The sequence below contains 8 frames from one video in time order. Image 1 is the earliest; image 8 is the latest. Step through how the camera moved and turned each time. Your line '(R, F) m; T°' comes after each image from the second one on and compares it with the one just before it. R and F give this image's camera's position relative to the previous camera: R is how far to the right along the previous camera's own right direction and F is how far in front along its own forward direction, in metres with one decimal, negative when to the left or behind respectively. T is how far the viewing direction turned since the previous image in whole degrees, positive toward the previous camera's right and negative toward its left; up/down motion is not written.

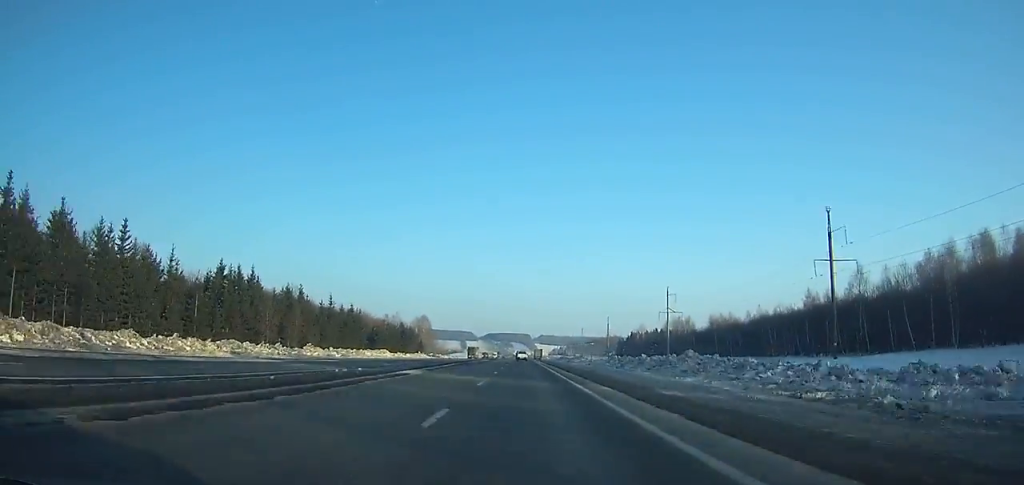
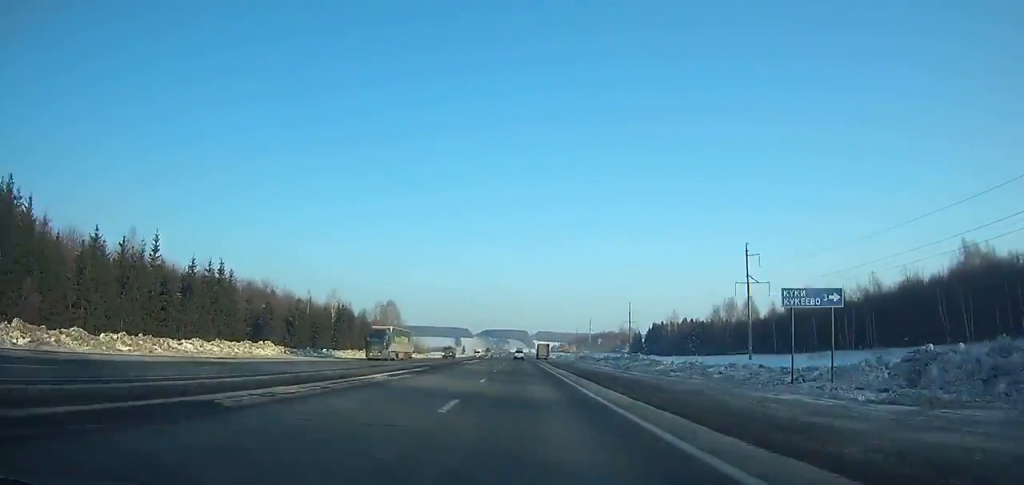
(0.0, +69.6) m; 0°
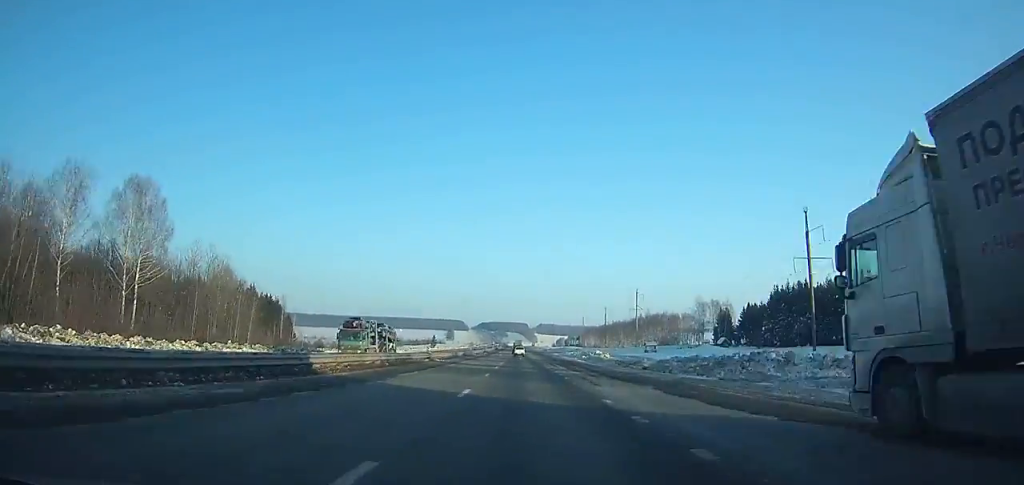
(+0.6, +153.0) m; 0°
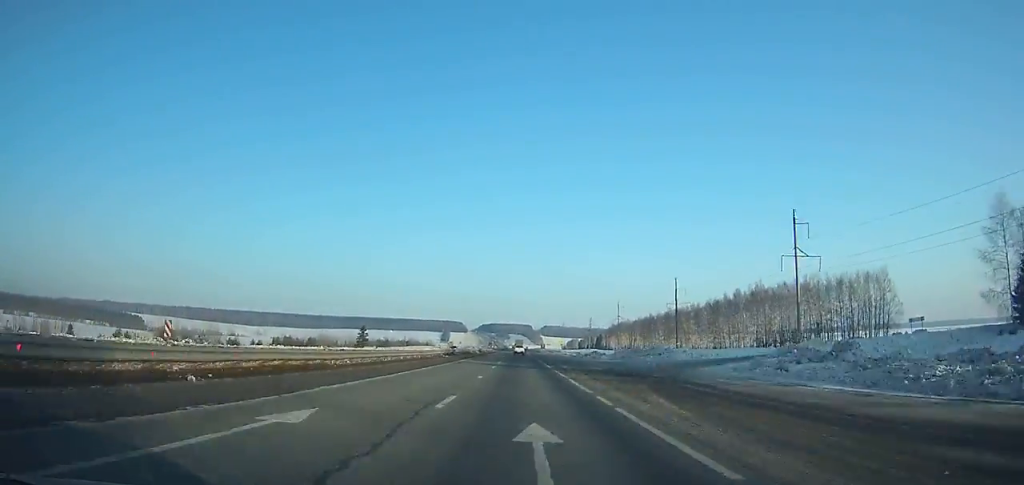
(-0.5, +136.1) m; 0°
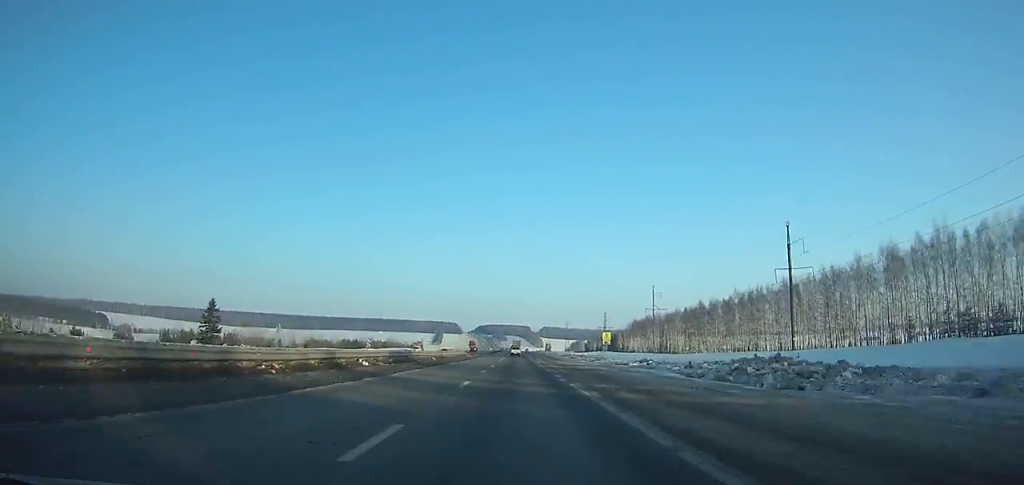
(+0.1, +76.0) m; 0°
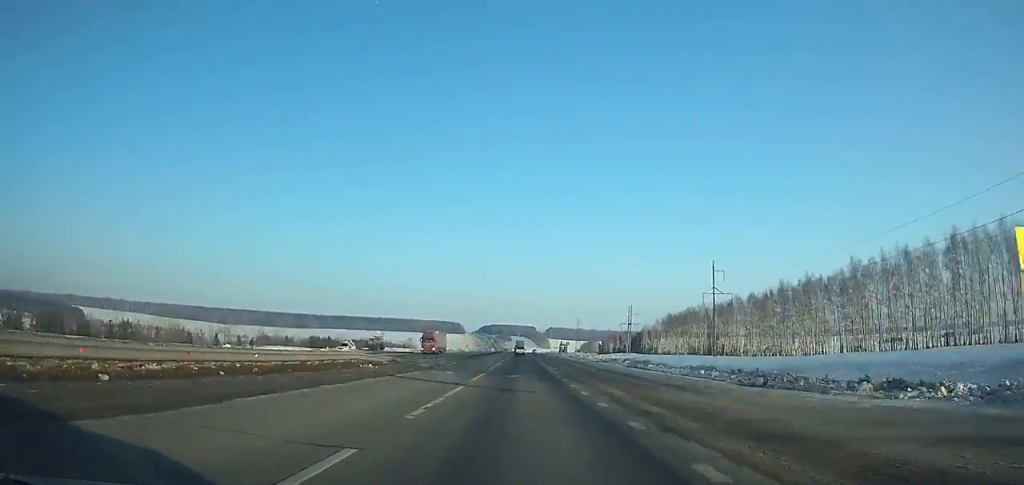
(-0.1, +59.3) m; 0°
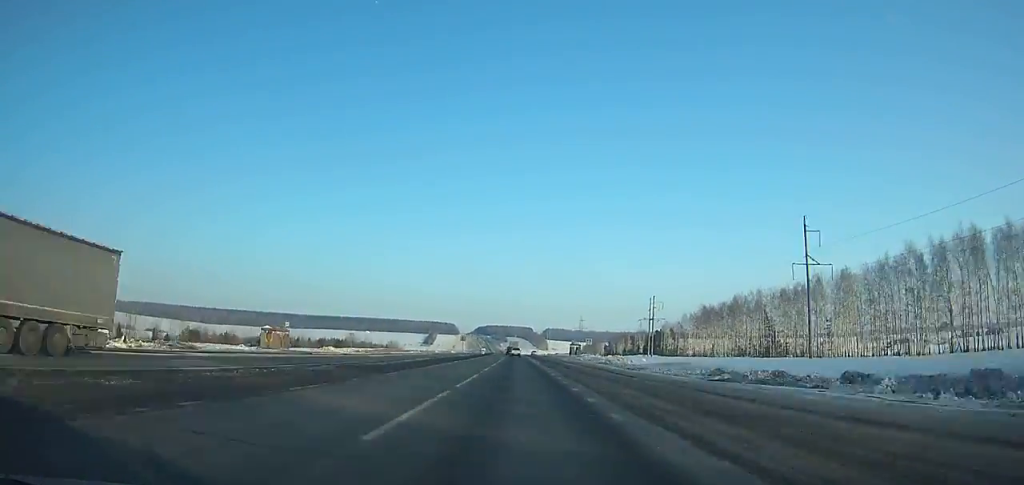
(-0.1, +51.3) m; 0°
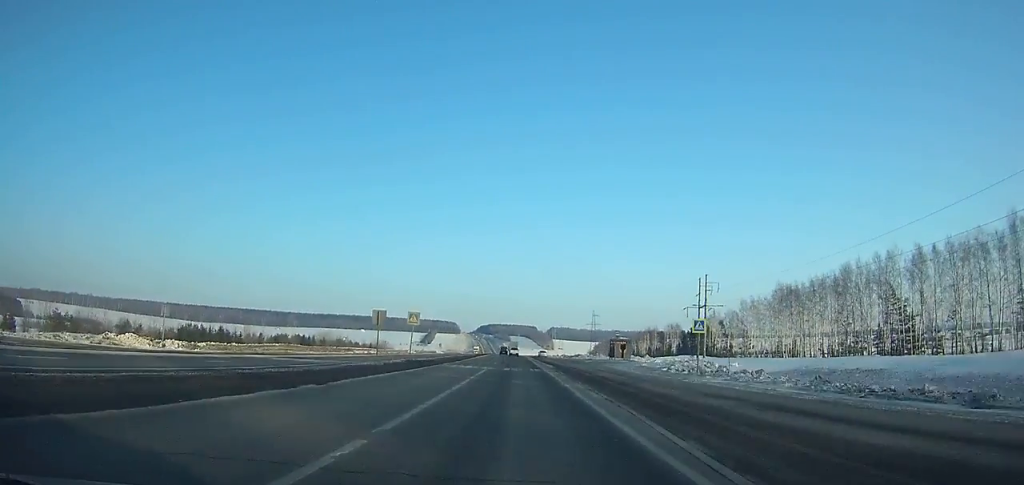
(0.0, +58.7) m; 0°
